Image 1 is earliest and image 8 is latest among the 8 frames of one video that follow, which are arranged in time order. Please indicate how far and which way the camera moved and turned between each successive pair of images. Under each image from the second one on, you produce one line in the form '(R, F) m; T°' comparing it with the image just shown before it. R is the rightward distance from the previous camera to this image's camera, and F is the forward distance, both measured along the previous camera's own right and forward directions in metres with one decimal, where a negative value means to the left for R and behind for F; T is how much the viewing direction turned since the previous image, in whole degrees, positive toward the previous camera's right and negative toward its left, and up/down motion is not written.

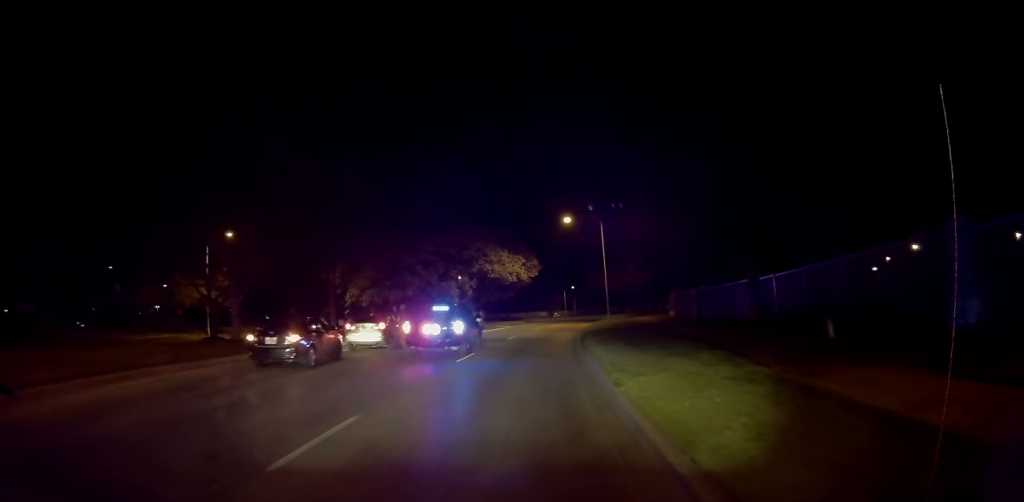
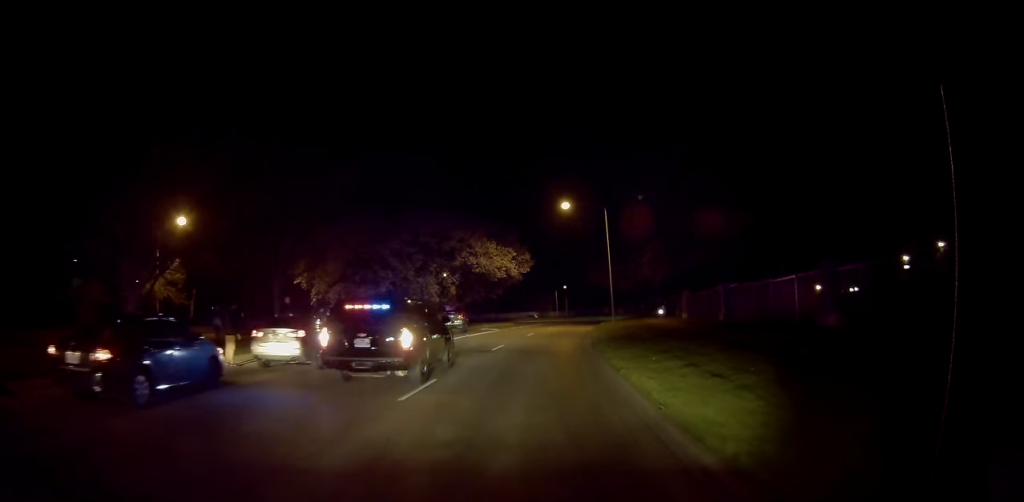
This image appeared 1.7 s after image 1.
(+0.2, +7.5) m; +3°
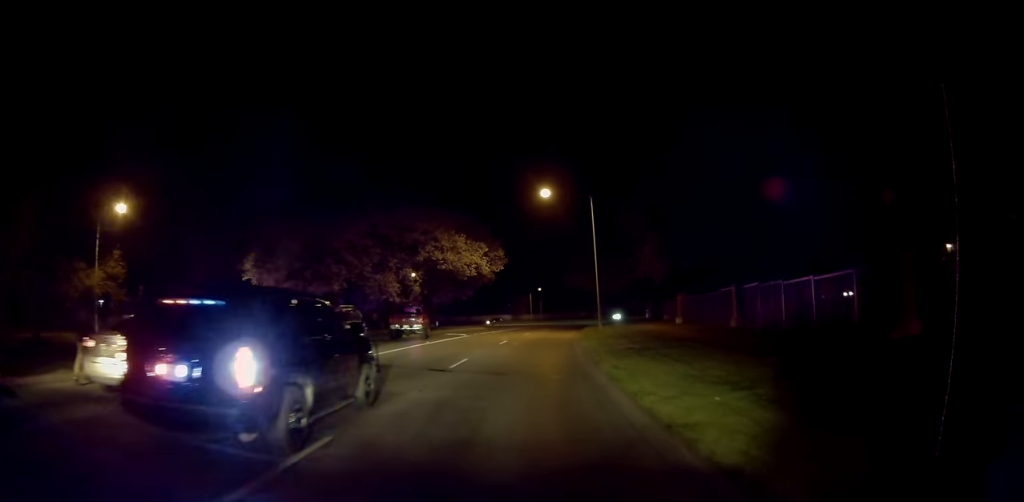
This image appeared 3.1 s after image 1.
(-0.1, +5.8) m; 0°
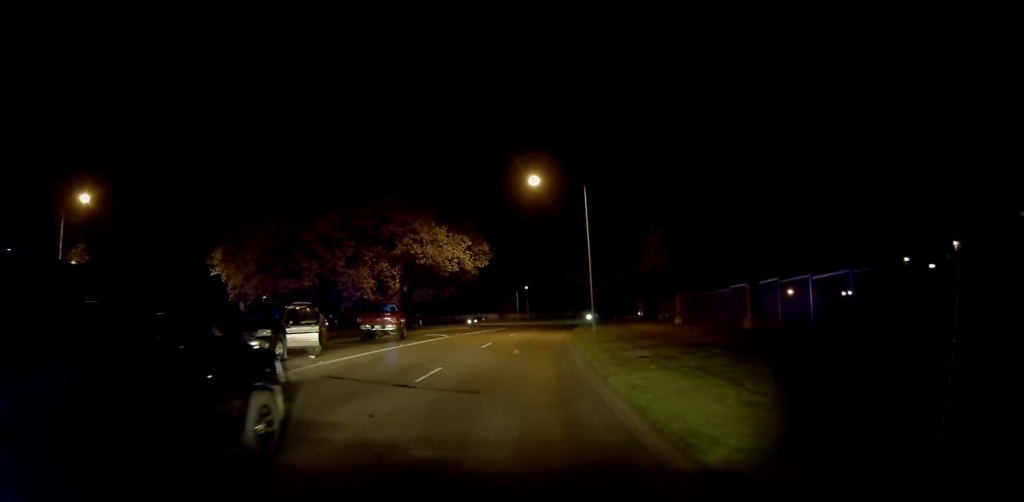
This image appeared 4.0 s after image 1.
(+0.1, +3.5) m; 0°
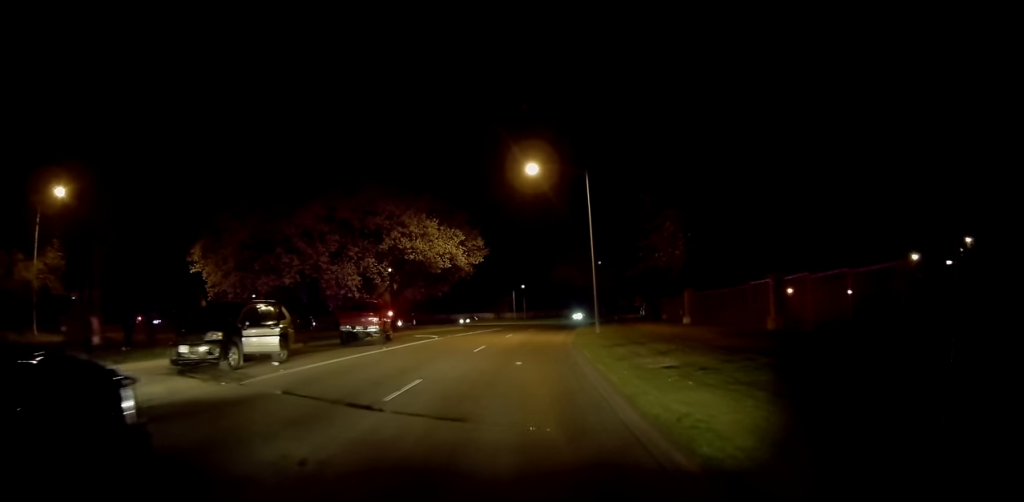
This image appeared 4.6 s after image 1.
(0.0, +2.8) m; 0°
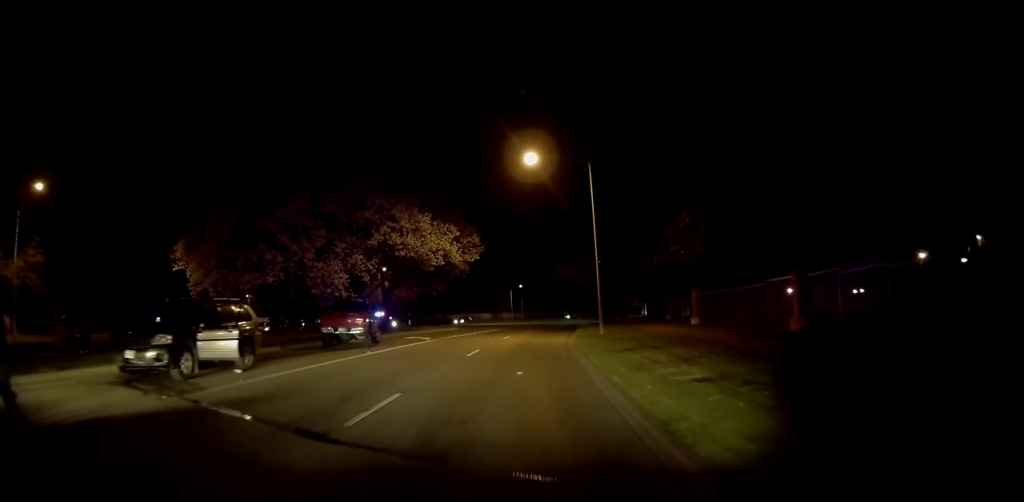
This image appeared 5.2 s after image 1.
(-0.1, +2.2) m; 0°
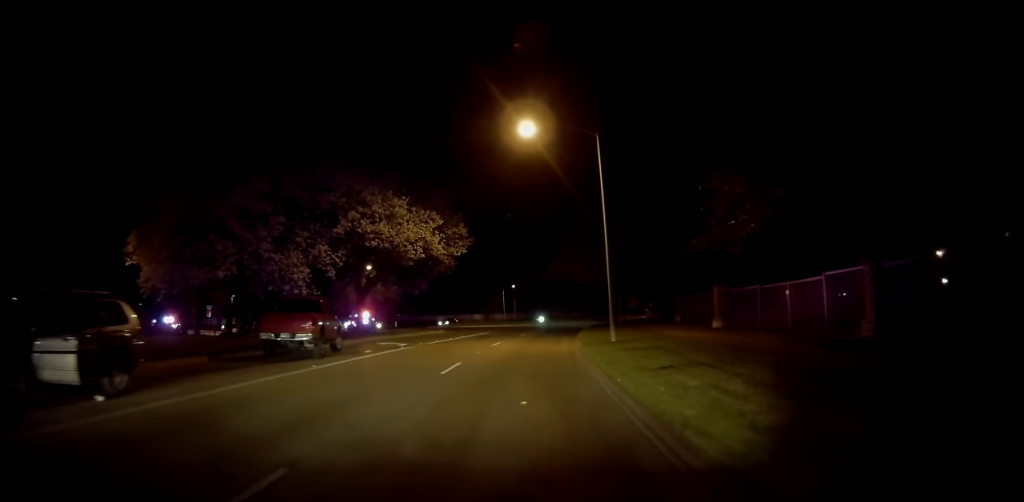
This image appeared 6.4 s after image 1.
(+0.2, +5.1) m; +2°
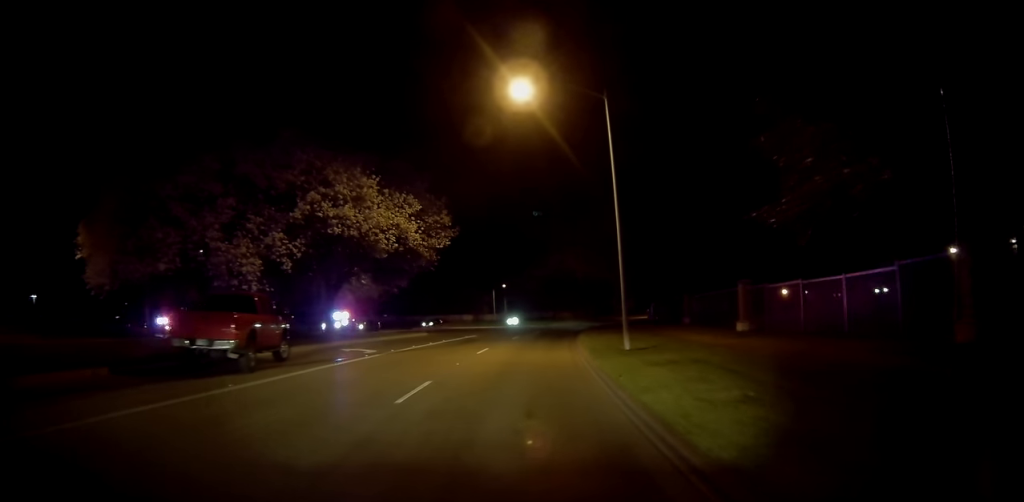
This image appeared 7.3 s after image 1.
(0.0, +4.3) m; +2°
